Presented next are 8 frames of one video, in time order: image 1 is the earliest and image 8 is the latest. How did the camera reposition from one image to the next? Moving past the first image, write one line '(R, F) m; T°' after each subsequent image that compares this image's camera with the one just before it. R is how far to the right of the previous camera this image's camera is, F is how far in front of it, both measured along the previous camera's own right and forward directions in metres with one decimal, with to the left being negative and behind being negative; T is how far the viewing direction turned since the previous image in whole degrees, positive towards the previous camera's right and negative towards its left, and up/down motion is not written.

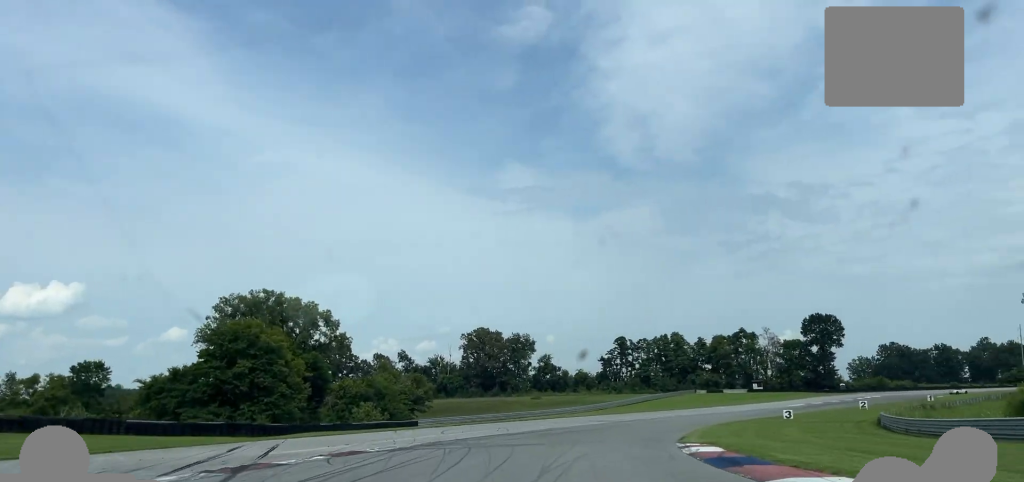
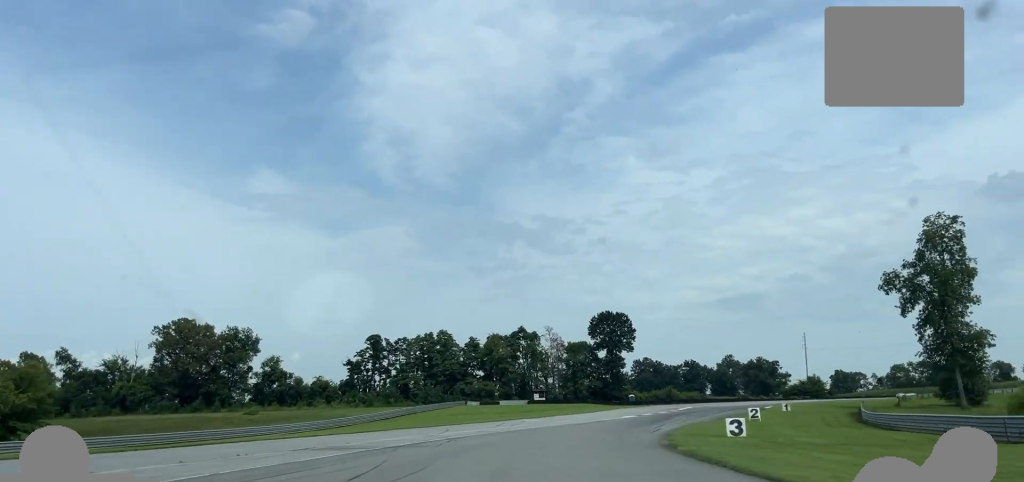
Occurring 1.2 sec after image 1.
(+7.3, +45.5) m; +17°
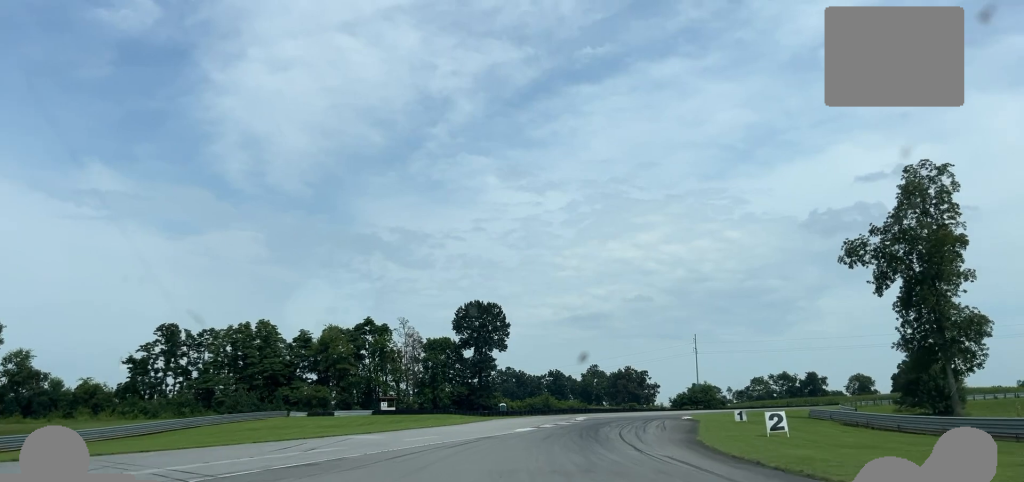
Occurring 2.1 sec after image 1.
(+2.6, +30.6) m; +10°
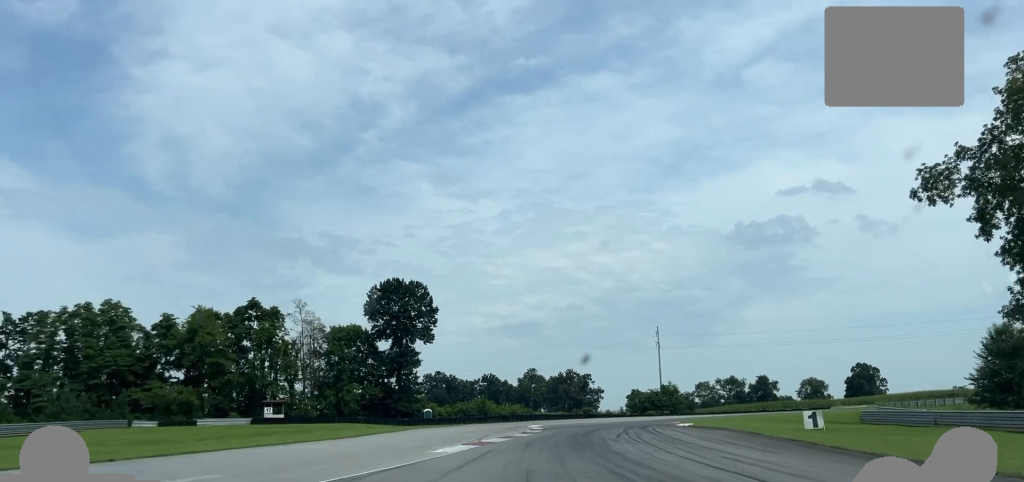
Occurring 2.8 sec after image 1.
(+1.8, +25.1) m; +7°
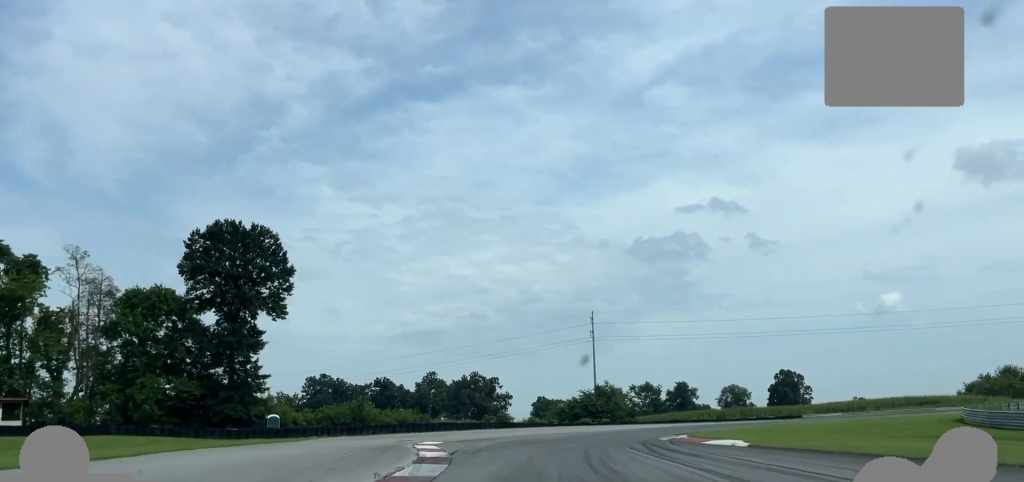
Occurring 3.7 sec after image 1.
(+1.9, +31.0) m; +9°
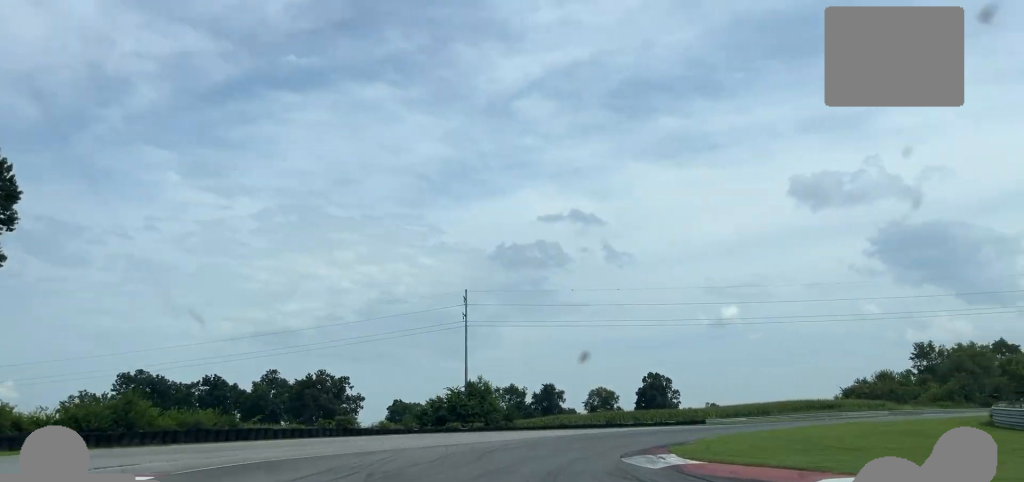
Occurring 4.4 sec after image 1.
(+2.2, +22.5) m; +12°
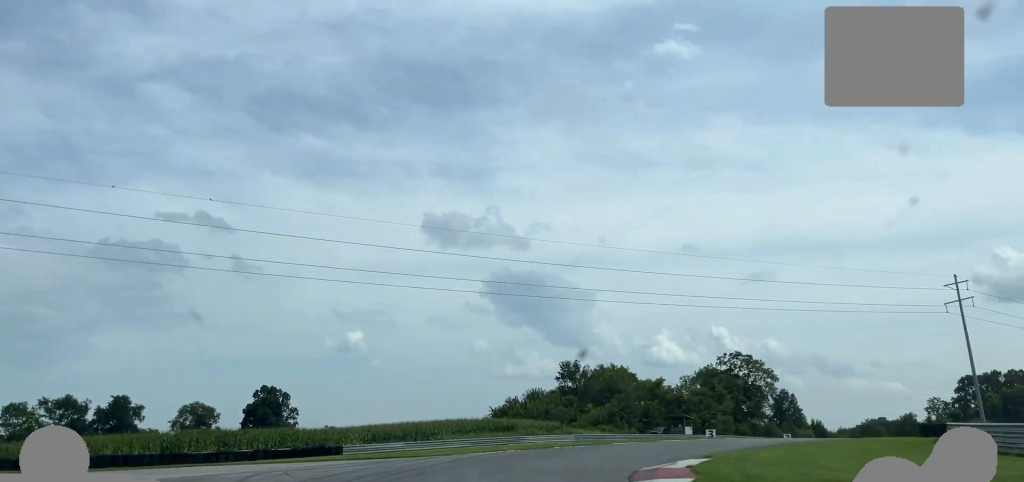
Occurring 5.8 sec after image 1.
(+8.3, +39.5) m; +28°
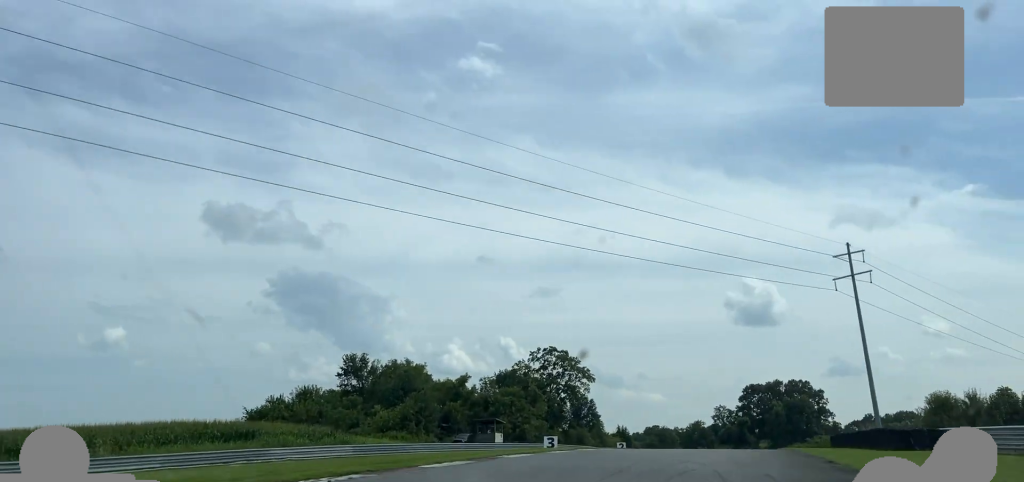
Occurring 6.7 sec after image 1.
(+4.4, +26.3) m; +15°
